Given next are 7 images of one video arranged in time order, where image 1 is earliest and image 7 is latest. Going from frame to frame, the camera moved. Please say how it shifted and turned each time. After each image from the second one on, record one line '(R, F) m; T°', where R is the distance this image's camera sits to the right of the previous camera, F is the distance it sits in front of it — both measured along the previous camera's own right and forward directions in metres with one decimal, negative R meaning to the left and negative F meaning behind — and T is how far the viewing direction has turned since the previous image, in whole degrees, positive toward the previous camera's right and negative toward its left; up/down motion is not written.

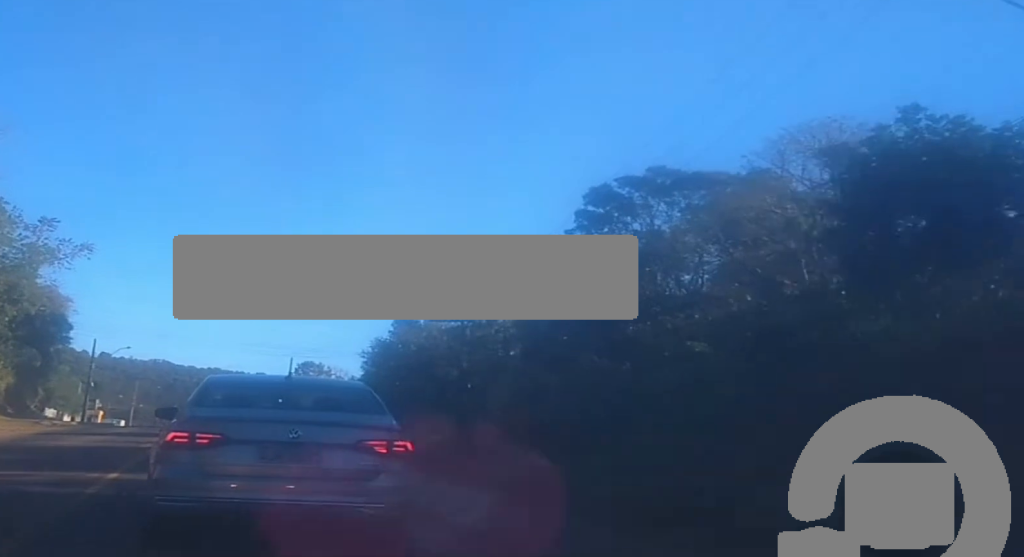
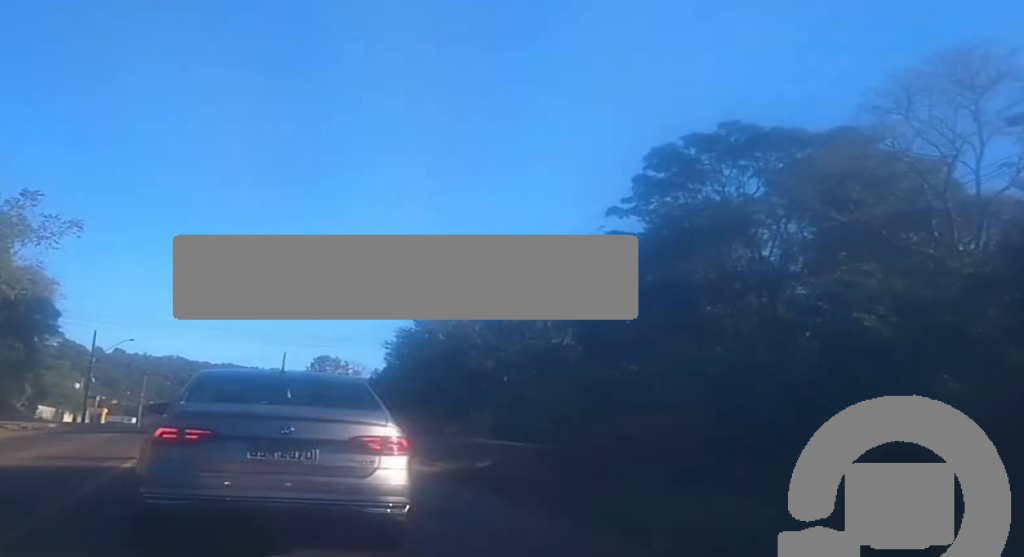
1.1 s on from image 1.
(-0.2, +6.3) m; -3°
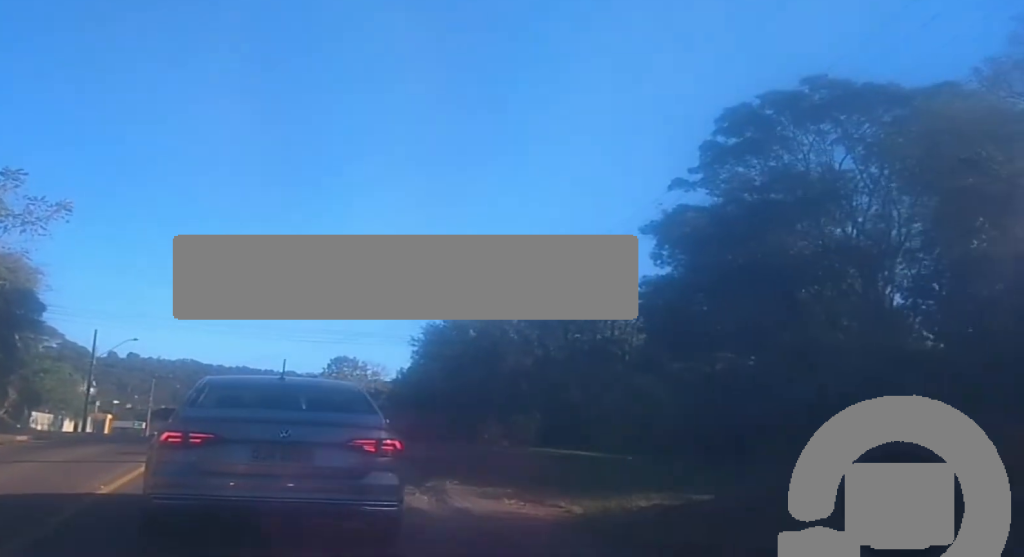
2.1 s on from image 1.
(0.0, +6.0) m; -1°
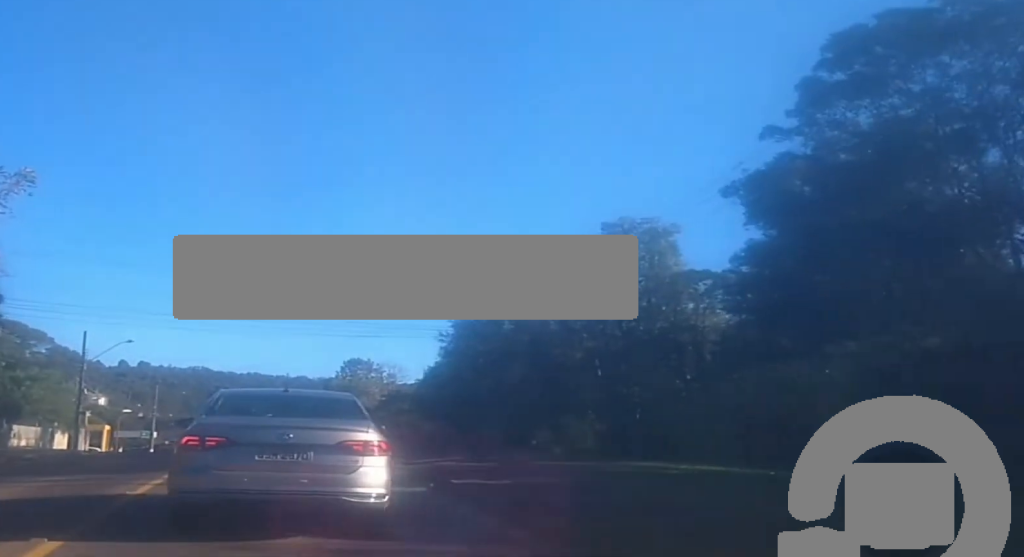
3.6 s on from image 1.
(0.0, +8.1) m; +1°
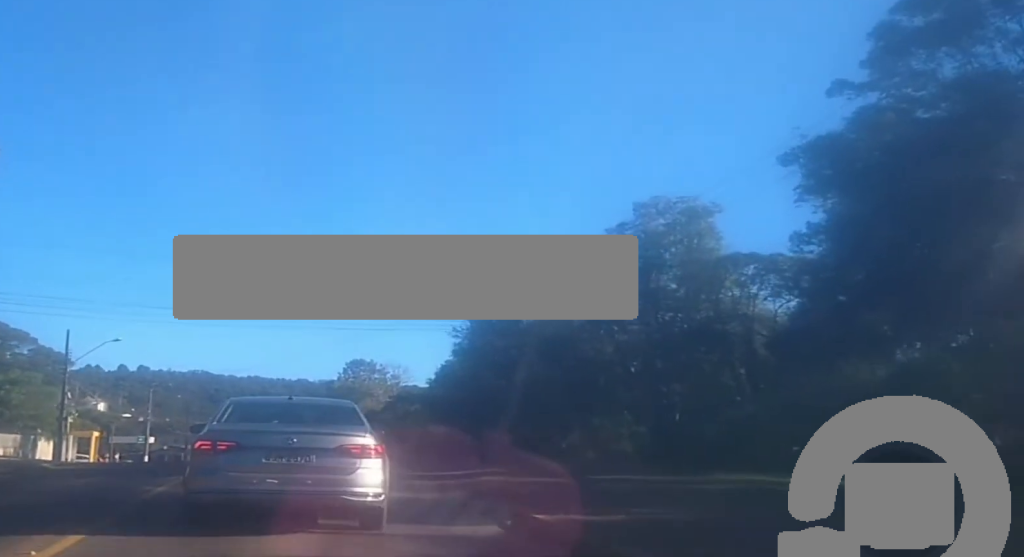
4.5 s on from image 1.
(+0.1, +4.7) m; 0°
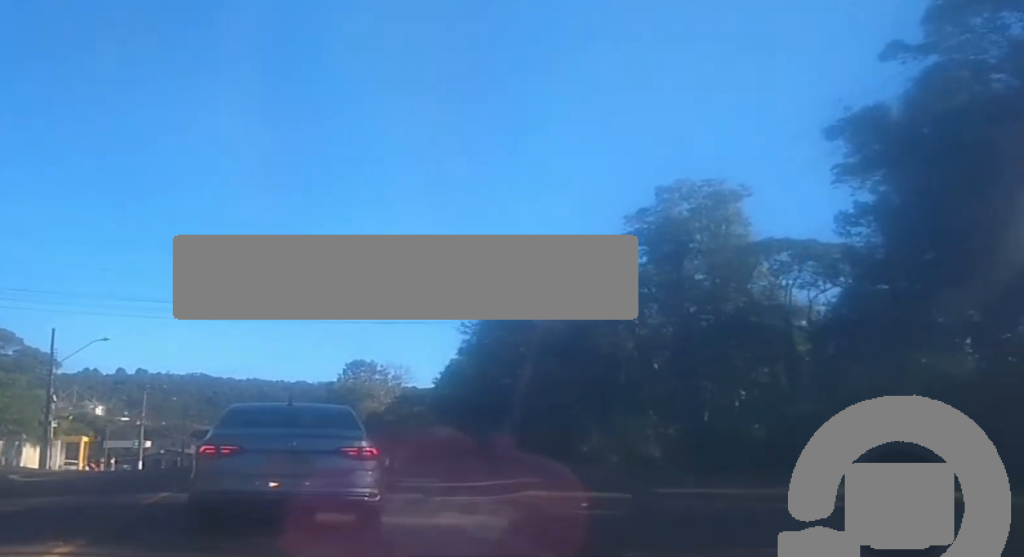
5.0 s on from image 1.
(-0.1, +3.0) m; -1°
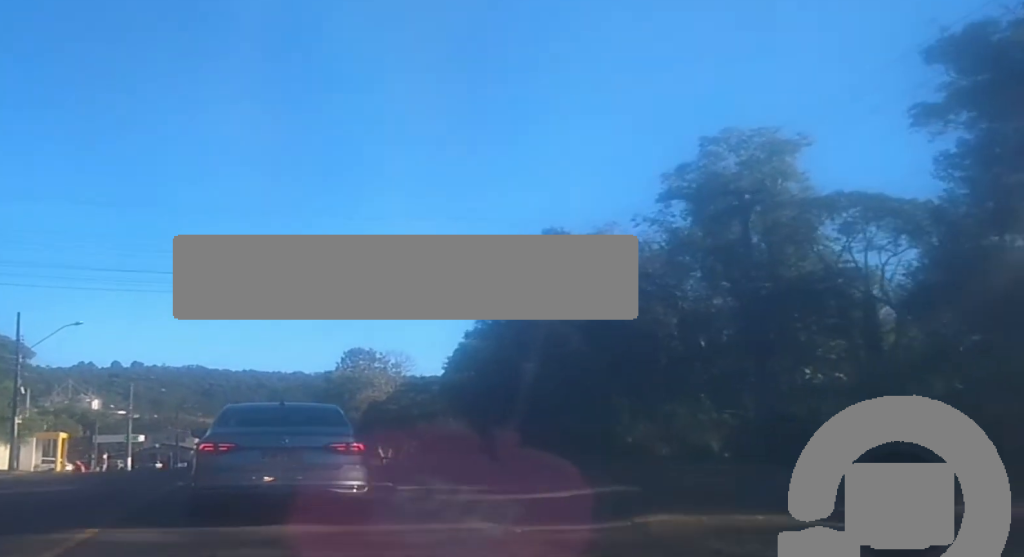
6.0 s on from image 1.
(0.0, +5.2) m; +2°
